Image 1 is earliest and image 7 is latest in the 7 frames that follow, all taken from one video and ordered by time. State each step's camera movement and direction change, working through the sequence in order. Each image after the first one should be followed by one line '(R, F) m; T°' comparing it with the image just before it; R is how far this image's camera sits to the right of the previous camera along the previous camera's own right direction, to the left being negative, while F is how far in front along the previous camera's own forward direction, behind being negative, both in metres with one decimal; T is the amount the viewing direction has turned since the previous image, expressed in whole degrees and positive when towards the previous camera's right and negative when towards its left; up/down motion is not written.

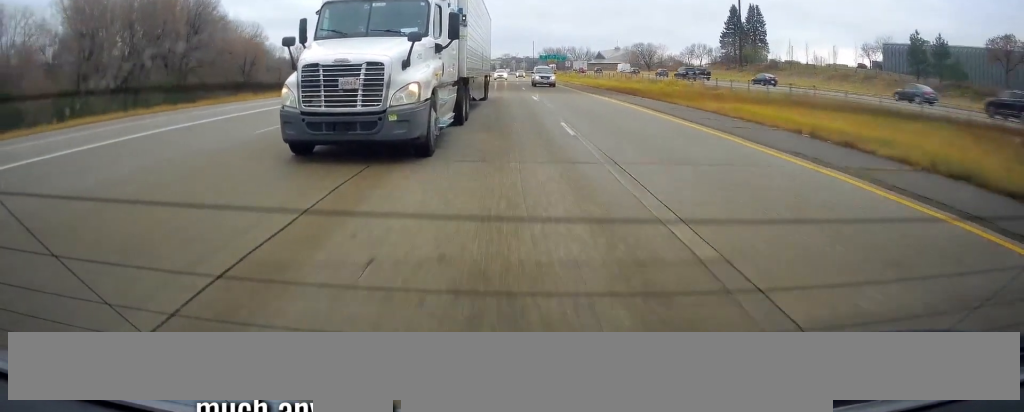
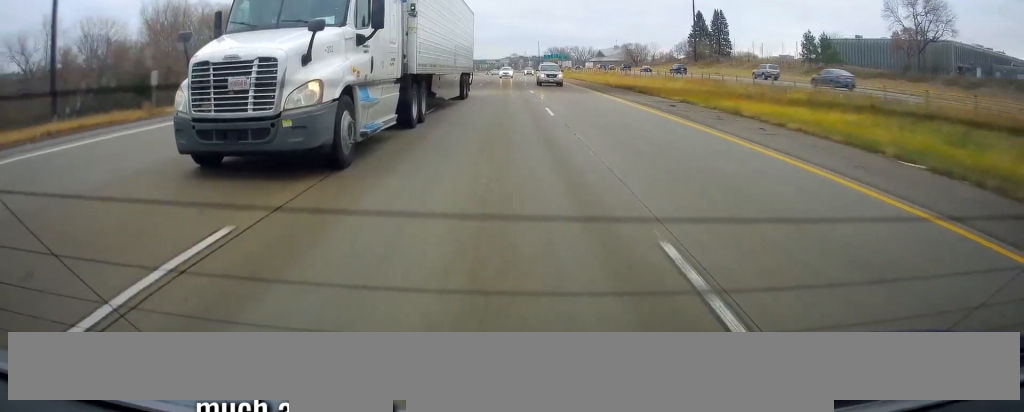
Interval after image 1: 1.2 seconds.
(+0.1, +34.7) m; +1°
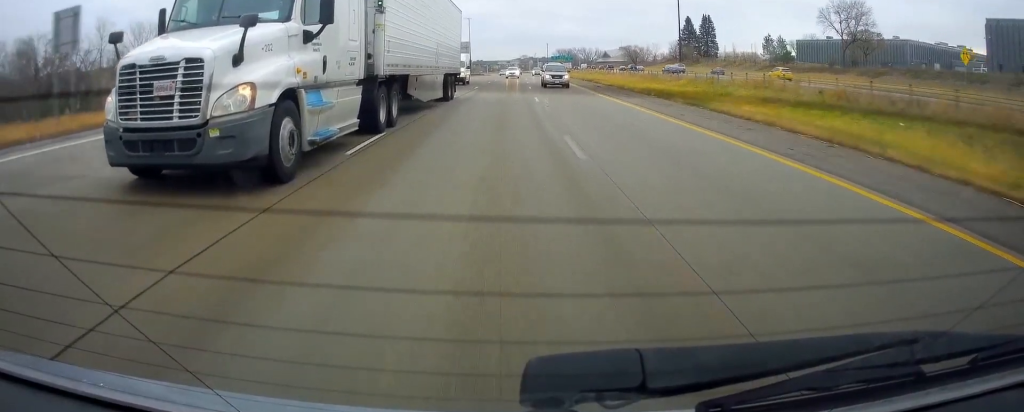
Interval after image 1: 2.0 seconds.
(0.0, +22.5) m; +1°
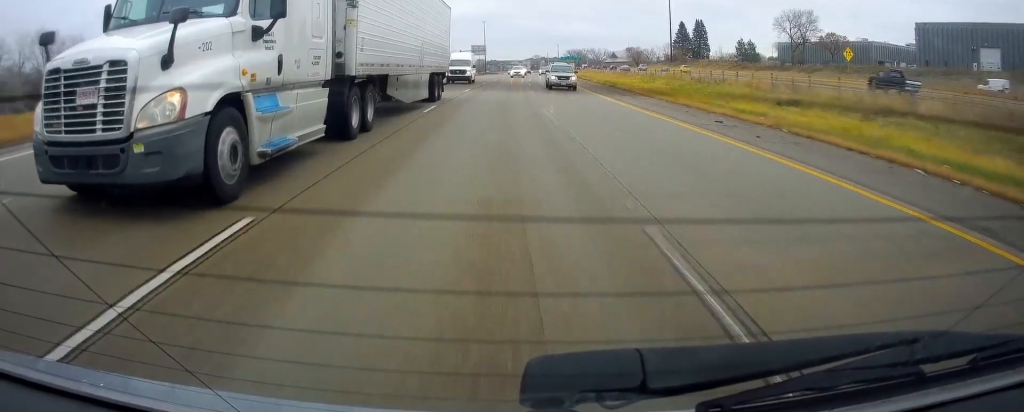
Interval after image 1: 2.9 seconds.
(+0.5, +24.1) m; 0°
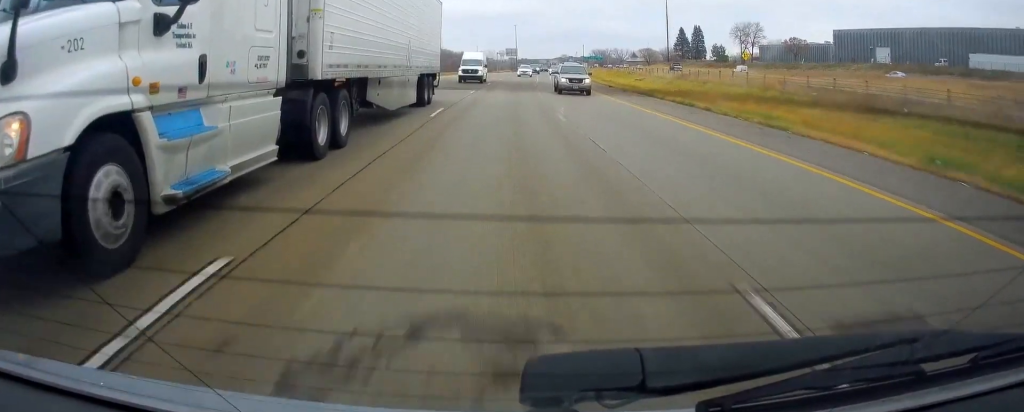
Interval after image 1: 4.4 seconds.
(-1.5, +44.4) m; -3°
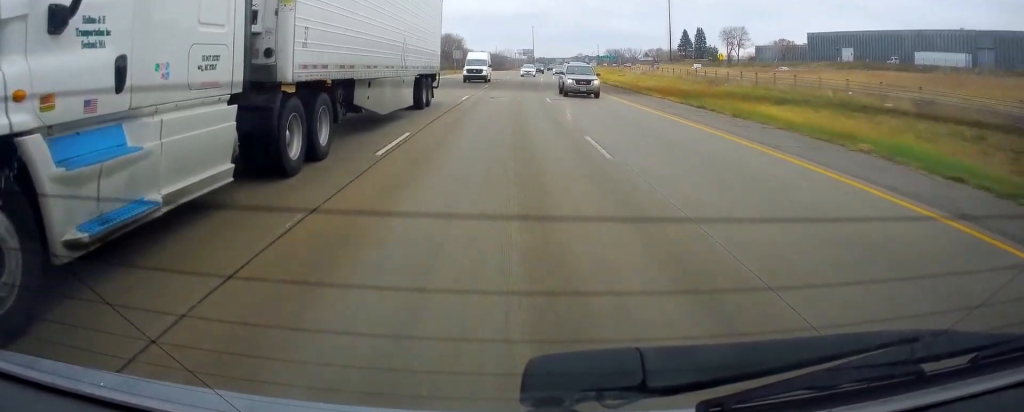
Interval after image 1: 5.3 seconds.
(-0.4, +24.0) m; -2°
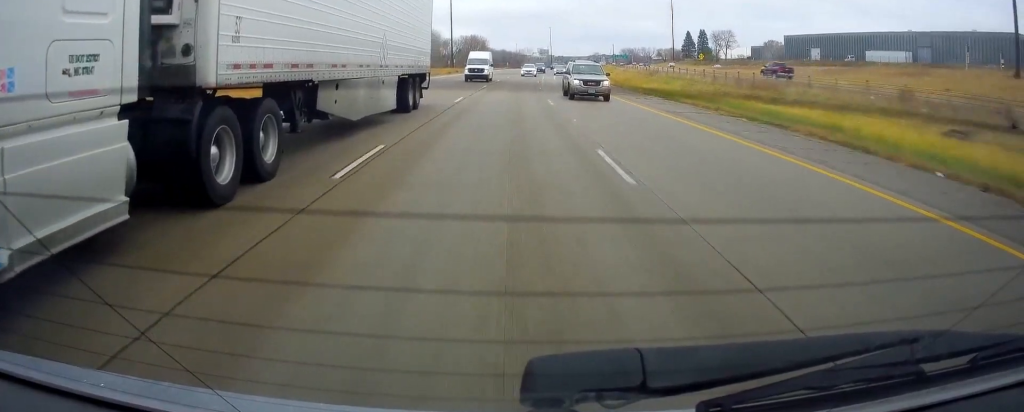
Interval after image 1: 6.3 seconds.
(-0.5, +29.0) m; -2°
